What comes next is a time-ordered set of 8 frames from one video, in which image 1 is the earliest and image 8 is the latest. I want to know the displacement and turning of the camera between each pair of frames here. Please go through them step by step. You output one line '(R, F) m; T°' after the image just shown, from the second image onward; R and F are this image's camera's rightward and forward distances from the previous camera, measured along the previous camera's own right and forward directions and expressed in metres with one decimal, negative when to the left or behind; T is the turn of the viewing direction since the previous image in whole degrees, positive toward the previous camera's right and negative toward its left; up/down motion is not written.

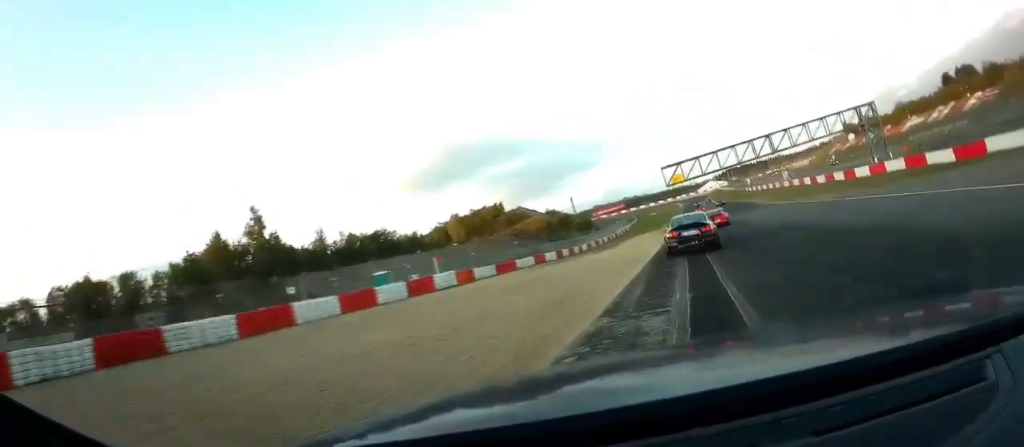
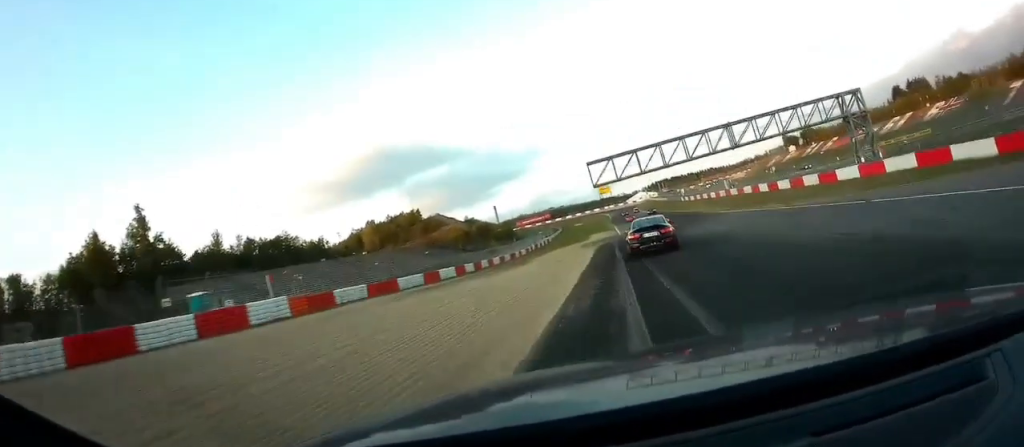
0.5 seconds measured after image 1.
(0.0, +13.6) m; 0°
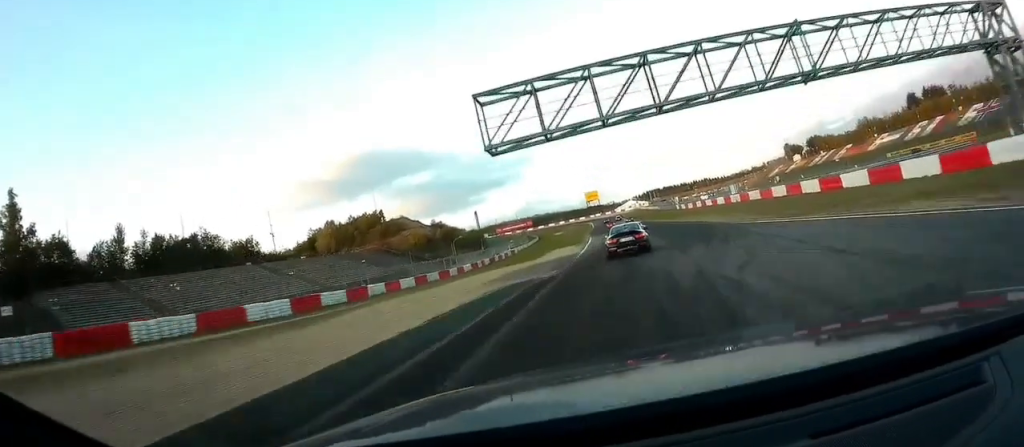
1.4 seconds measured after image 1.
(+0.2, +24.0) m; 0°
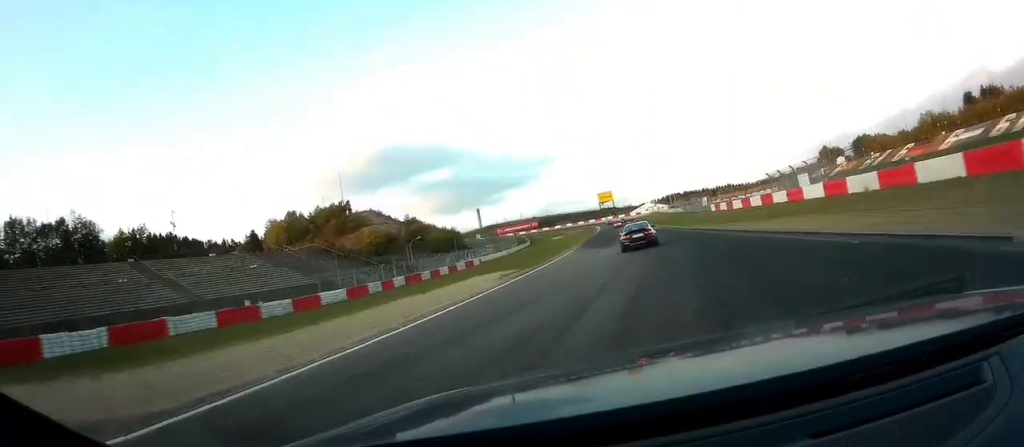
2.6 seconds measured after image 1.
(-0.1, +30.7) m; -2°
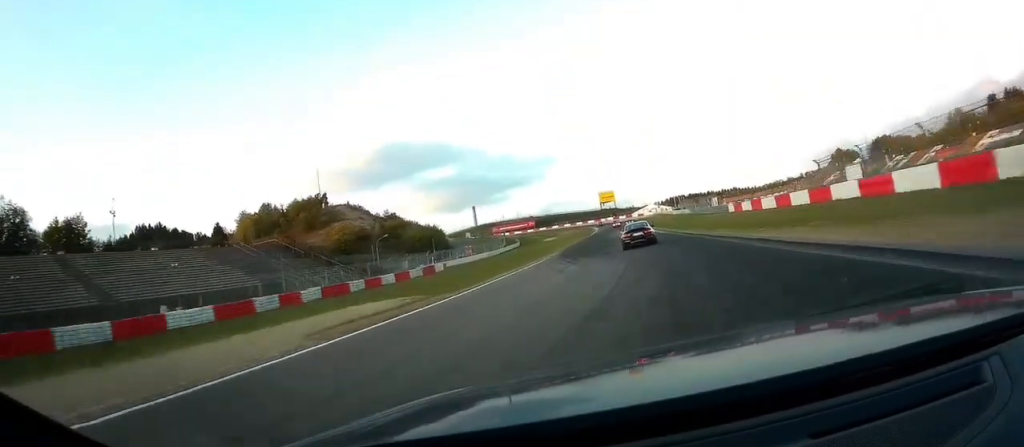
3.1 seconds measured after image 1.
(-0.1, +12.5) m; -1°
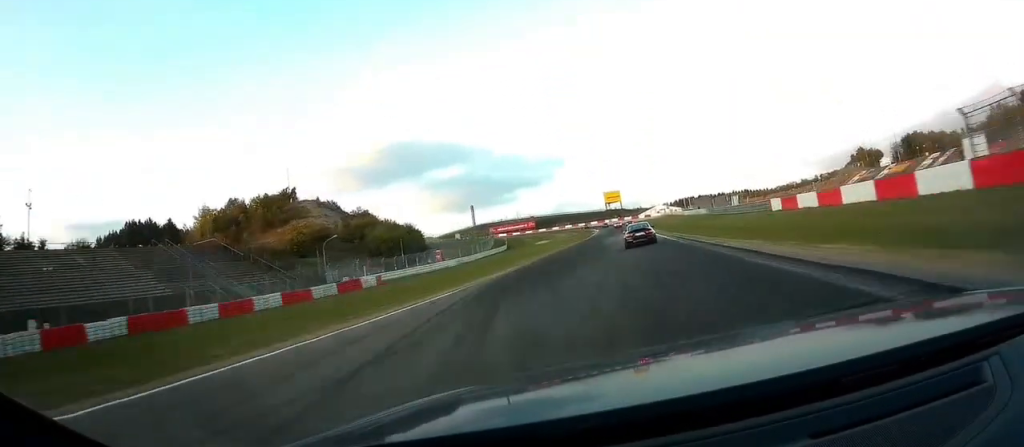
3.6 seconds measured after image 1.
(-0.1, +15.9) m; -1°
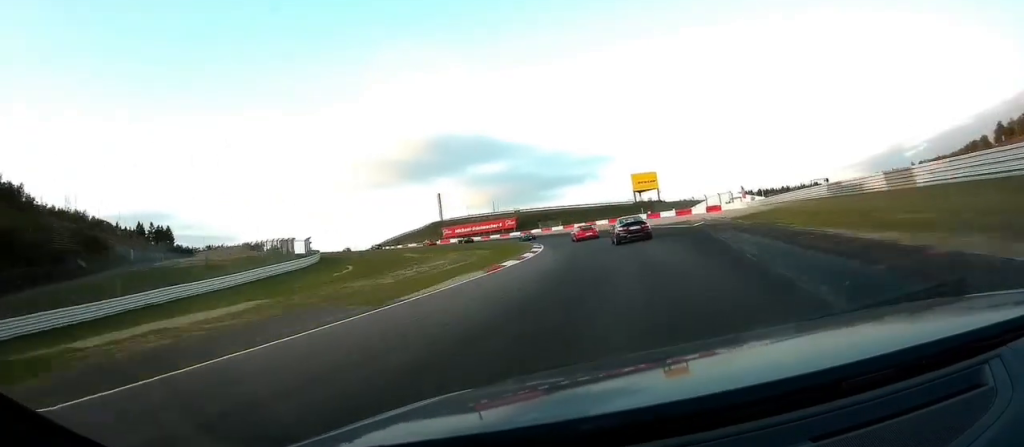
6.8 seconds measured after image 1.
(-9.1, +123.2) m; -14°
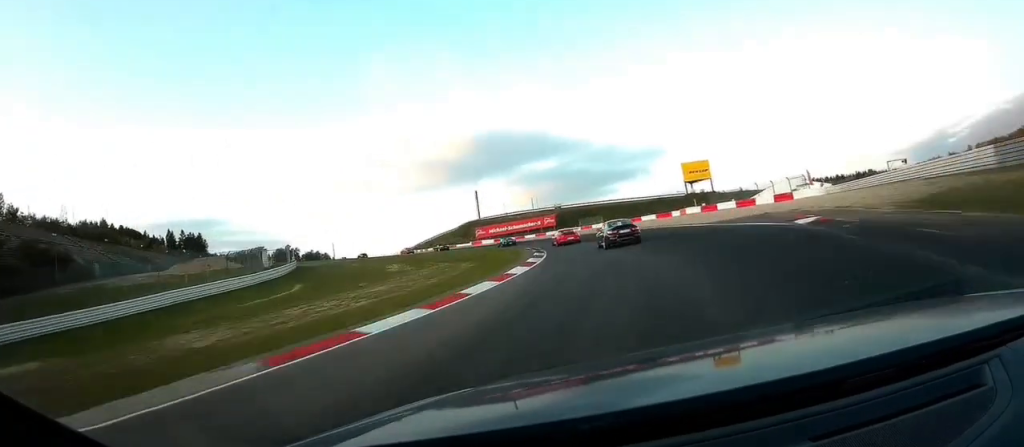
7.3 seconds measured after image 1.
(-2.4, +22.1) m; -10°
